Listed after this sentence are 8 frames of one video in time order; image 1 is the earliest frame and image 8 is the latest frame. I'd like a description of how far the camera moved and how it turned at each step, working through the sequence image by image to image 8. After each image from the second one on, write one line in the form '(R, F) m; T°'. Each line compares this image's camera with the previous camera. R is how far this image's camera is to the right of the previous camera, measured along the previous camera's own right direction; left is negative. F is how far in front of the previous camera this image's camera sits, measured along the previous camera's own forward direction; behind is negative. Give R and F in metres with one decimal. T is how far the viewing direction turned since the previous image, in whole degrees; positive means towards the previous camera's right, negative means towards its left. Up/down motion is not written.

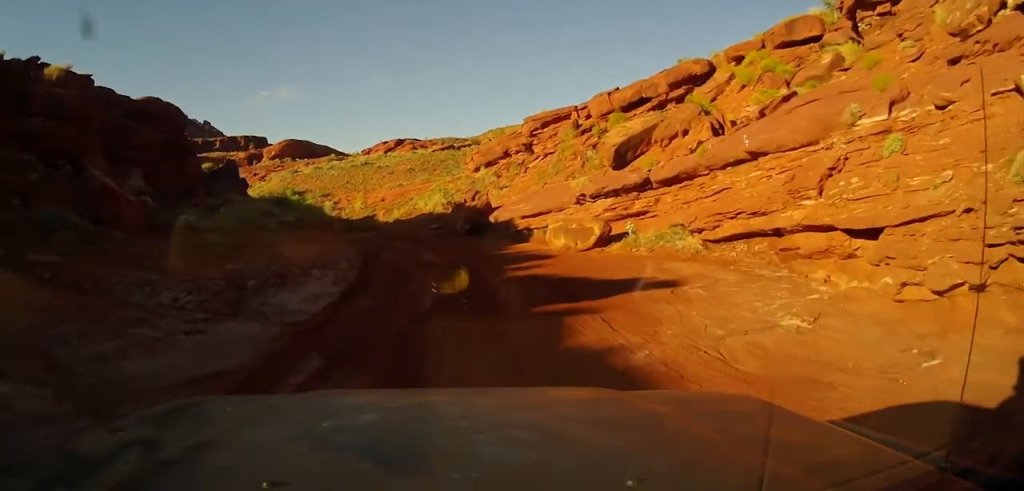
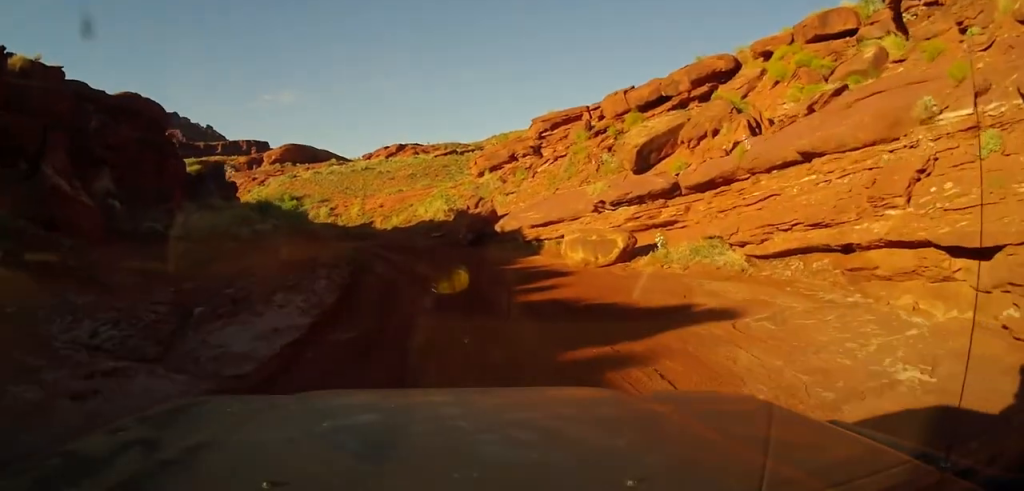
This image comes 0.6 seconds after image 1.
(0.0, +2.5) m; -1°
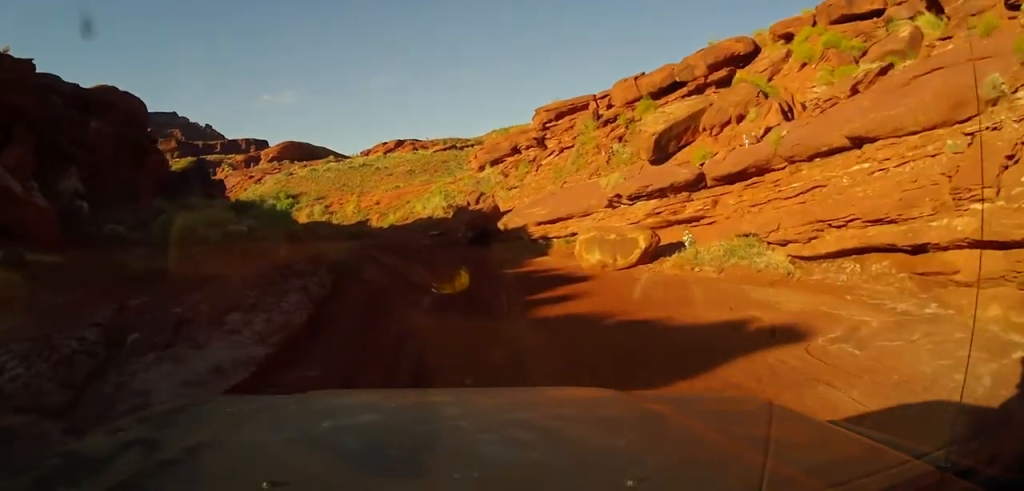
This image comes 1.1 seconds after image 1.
(0.0, +2.0) m; -2°
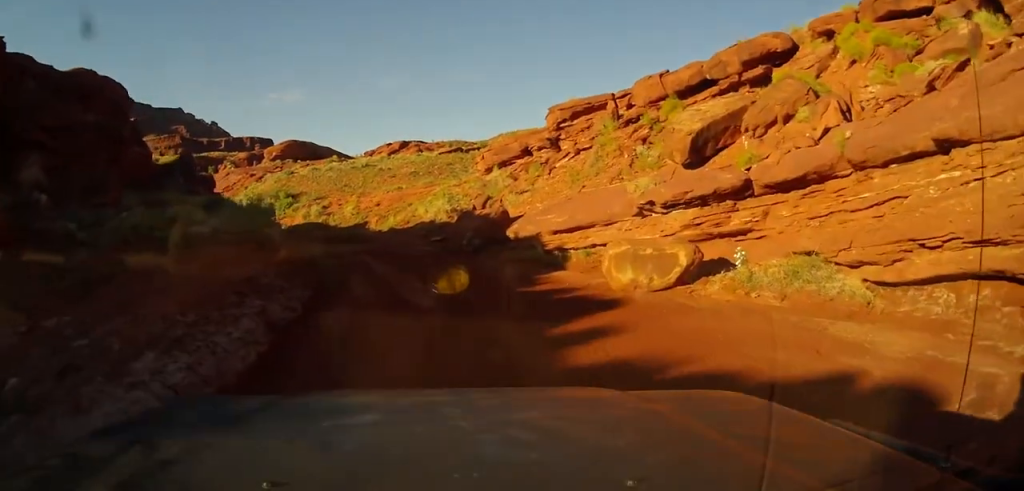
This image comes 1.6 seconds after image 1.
(-0.1, +2.4) m; -1°
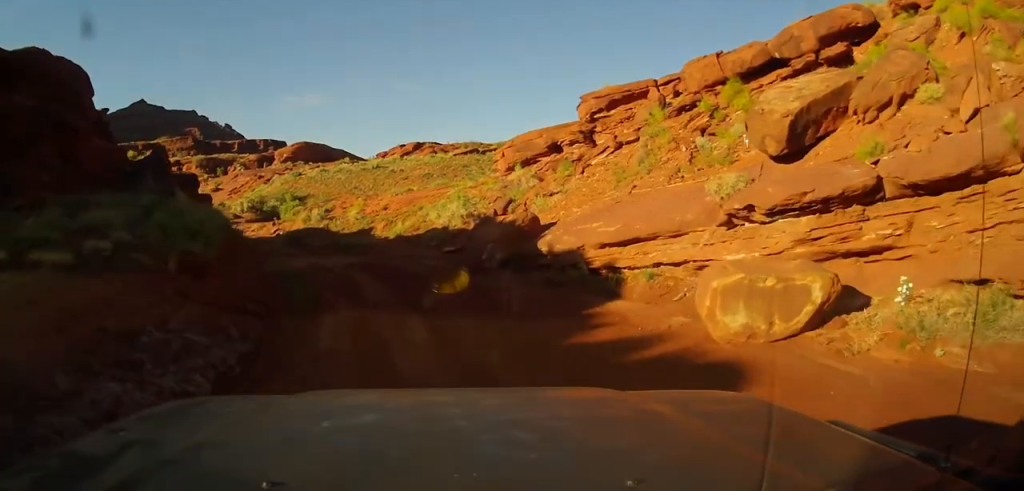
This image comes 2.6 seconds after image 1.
(-0.1, +4.3) m; +1°
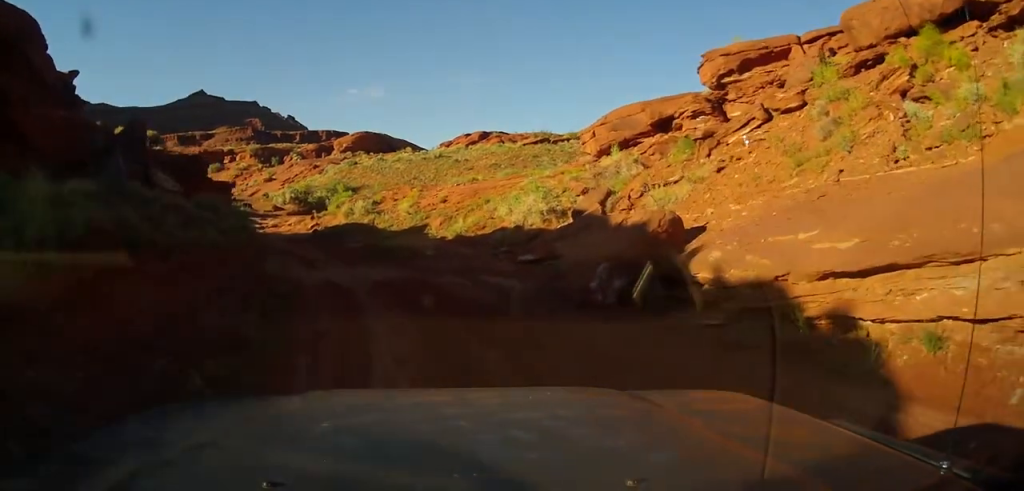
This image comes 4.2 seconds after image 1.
(+0.3, +6.8) m; -4°
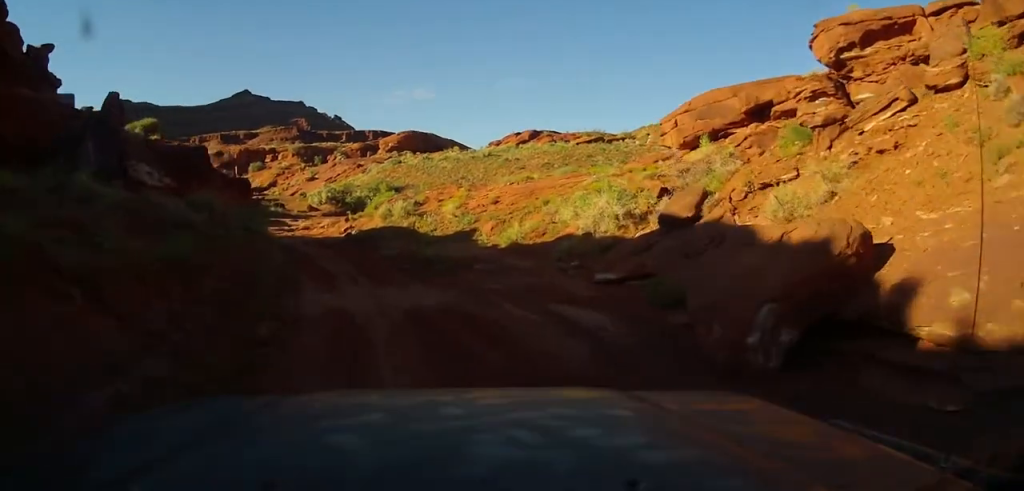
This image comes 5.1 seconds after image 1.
(-0.5, +4.1) m; -6°
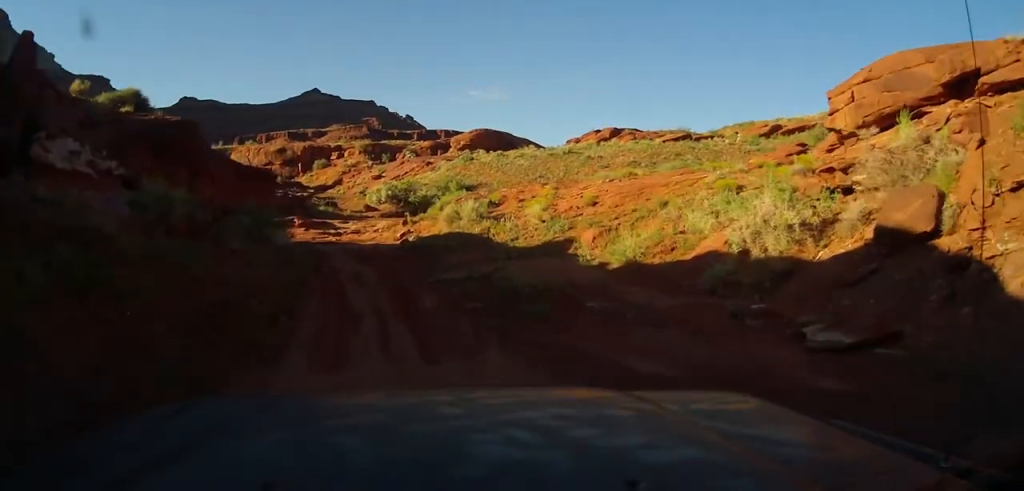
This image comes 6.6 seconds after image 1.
(-0.2, +6.2) m; -8°
